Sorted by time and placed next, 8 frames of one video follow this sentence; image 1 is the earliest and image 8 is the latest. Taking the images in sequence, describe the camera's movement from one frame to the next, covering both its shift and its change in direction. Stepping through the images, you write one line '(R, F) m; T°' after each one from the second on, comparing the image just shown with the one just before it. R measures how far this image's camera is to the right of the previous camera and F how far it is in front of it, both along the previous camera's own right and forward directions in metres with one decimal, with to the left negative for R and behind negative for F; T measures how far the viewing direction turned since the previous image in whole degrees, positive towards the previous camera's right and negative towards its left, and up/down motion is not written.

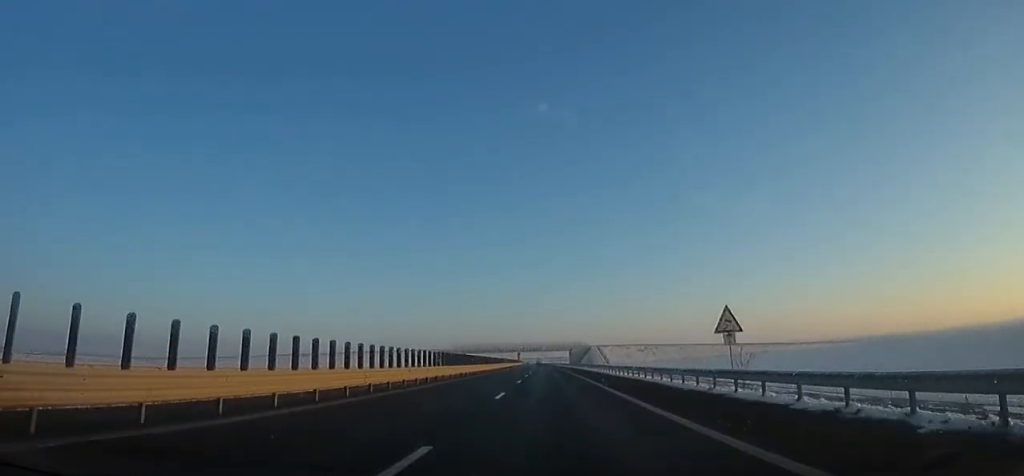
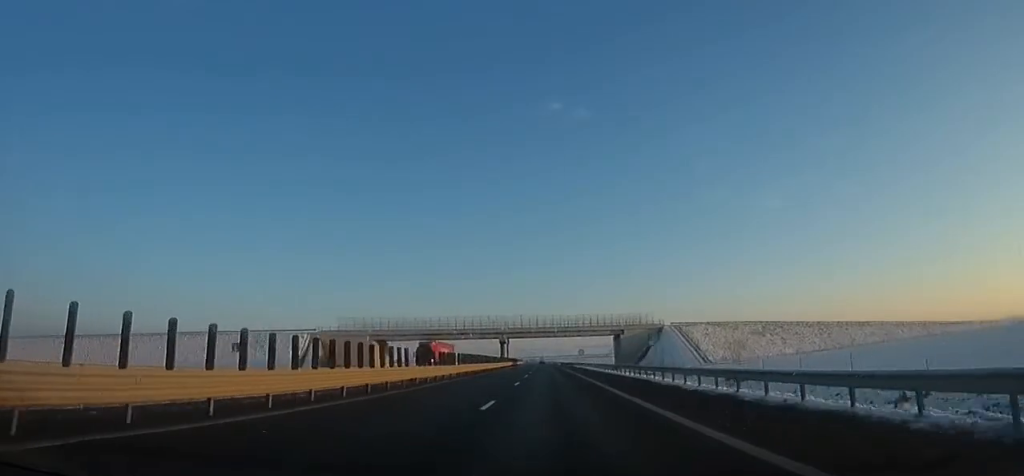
(-3.9, +124.4) m; -2°
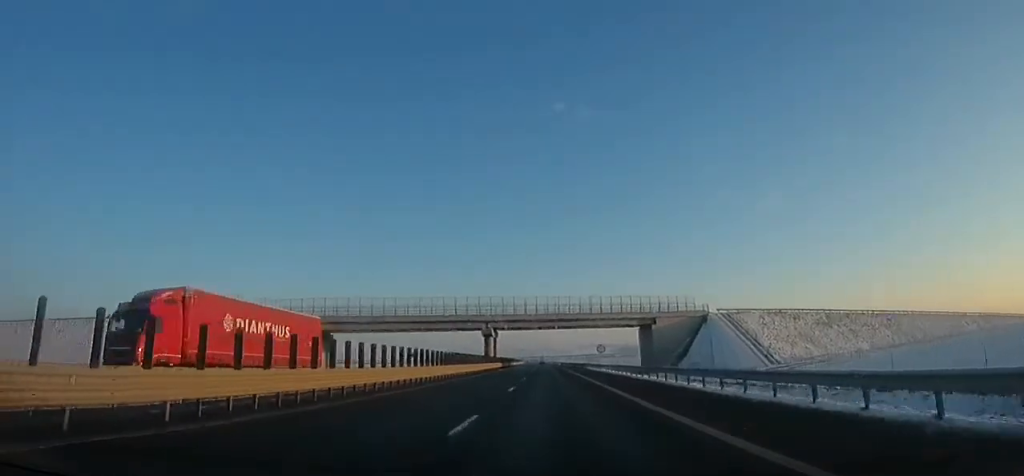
(+0.8, +28.4) m; 0°
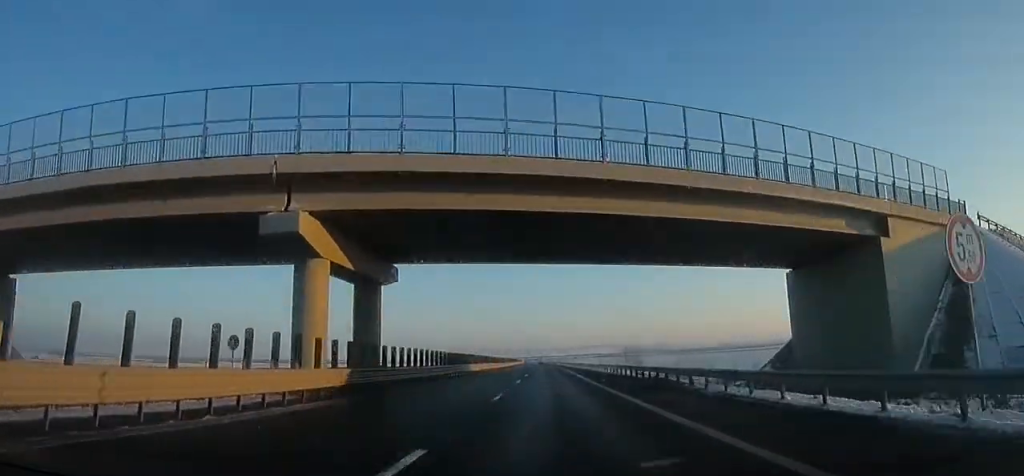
(-0.4, +52.5) m; -1°
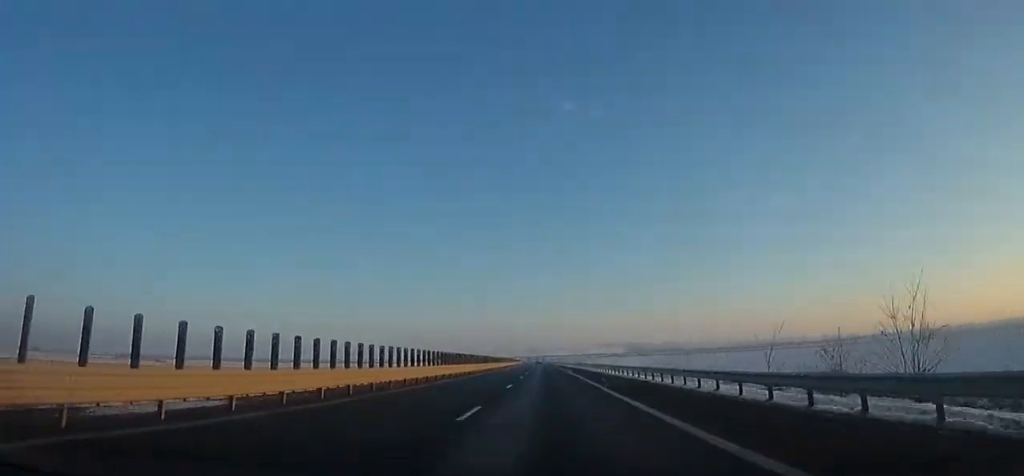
(-0.7, +53.5) m; -1°
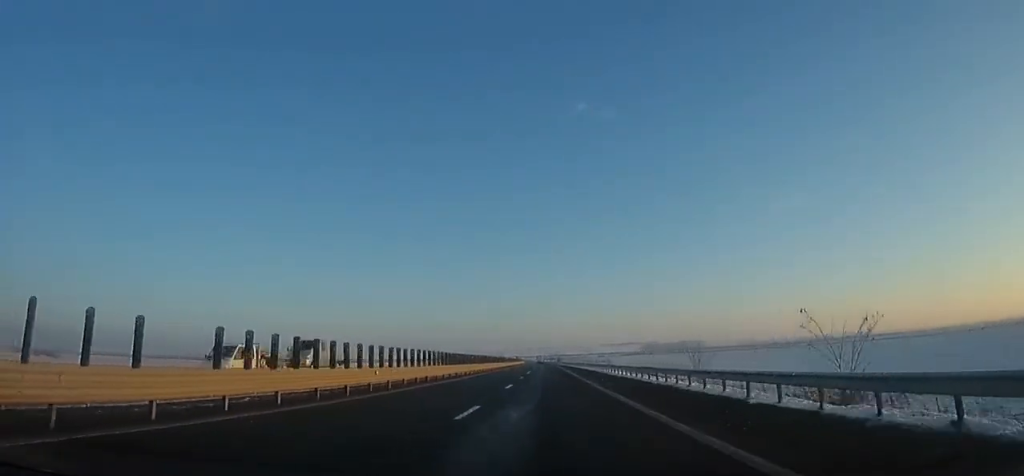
(-0.3, +107.6) m; -2°
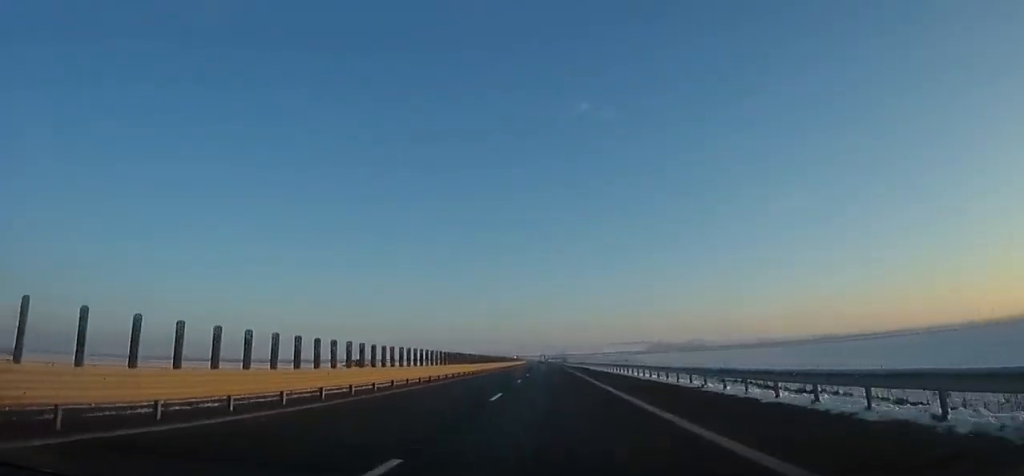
(-0.9, +31.3) m; 0°
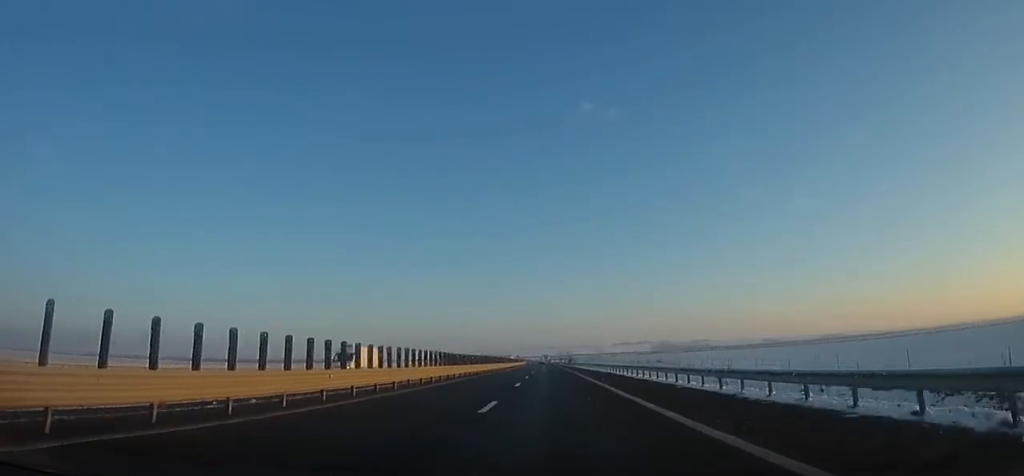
(-0.5, +27.1) m; 0°
